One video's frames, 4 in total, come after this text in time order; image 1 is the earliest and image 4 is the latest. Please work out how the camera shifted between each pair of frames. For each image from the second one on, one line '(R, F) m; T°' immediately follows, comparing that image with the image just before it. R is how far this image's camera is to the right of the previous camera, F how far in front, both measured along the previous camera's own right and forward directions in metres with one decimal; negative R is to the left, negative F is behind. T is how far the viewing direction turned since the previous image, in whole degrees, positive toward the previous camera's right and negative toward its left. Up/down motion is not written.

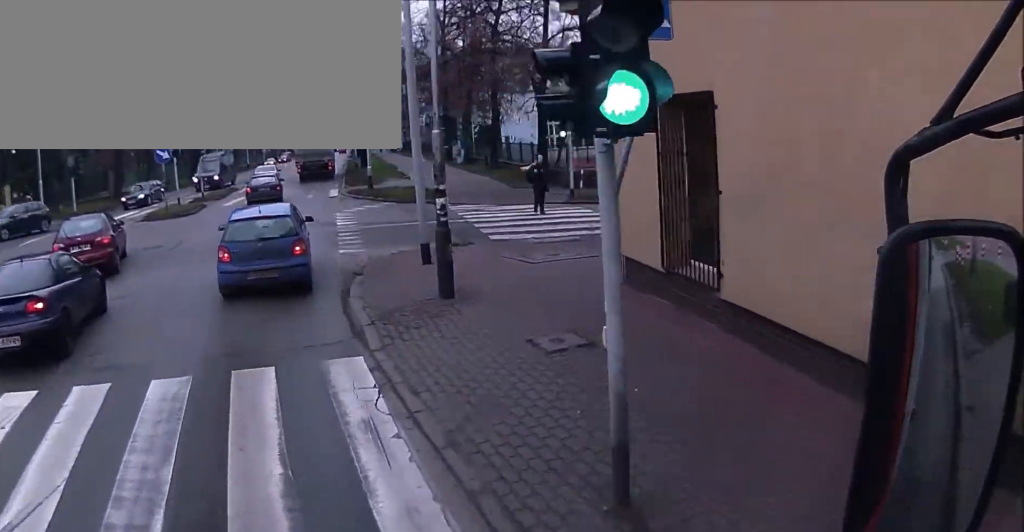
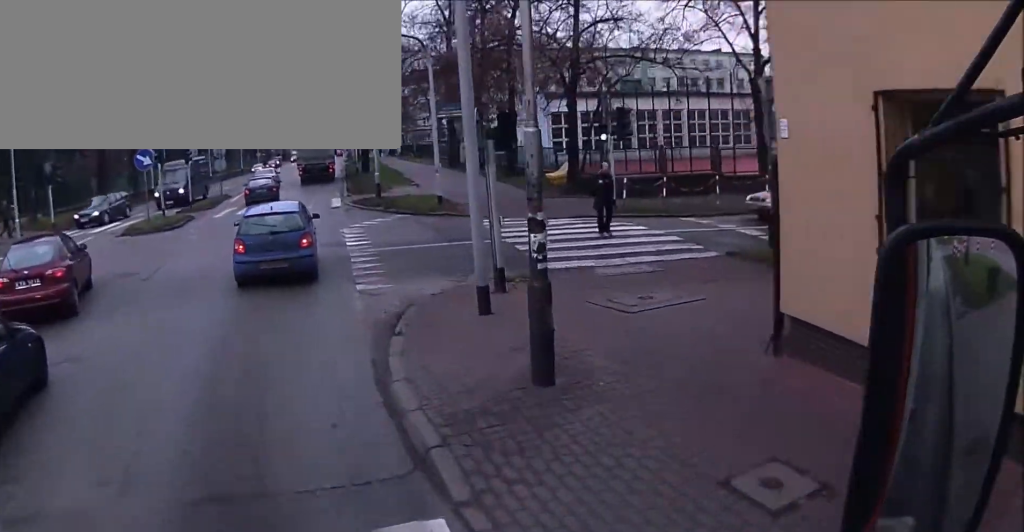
(+0.1, +3.6) m; +1°
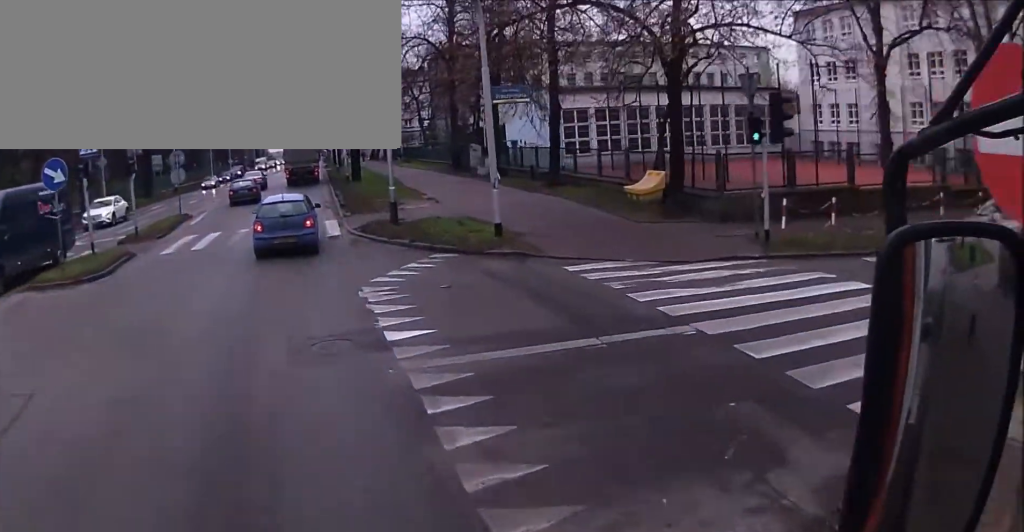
(0.0, +8.1) m; +2°
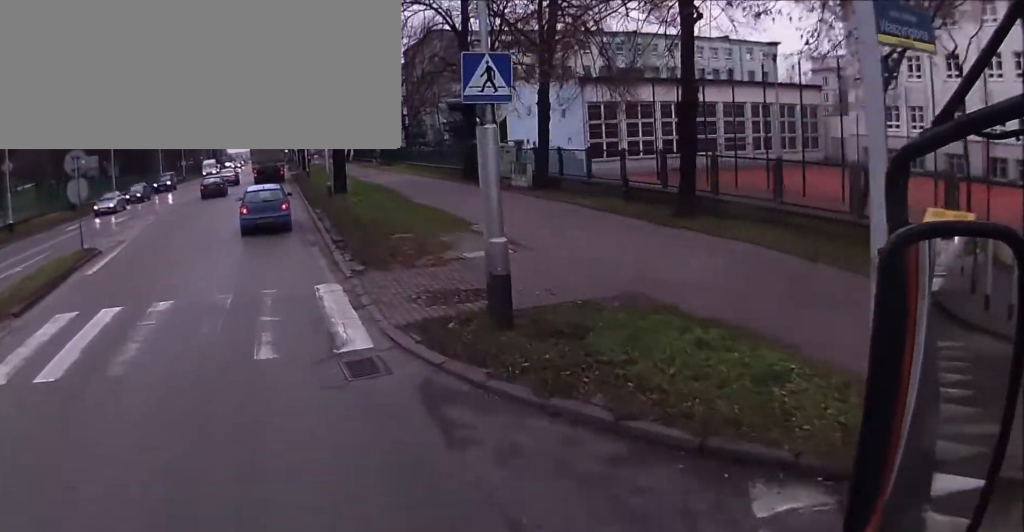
(+0.5, +10.7) m; +5°
